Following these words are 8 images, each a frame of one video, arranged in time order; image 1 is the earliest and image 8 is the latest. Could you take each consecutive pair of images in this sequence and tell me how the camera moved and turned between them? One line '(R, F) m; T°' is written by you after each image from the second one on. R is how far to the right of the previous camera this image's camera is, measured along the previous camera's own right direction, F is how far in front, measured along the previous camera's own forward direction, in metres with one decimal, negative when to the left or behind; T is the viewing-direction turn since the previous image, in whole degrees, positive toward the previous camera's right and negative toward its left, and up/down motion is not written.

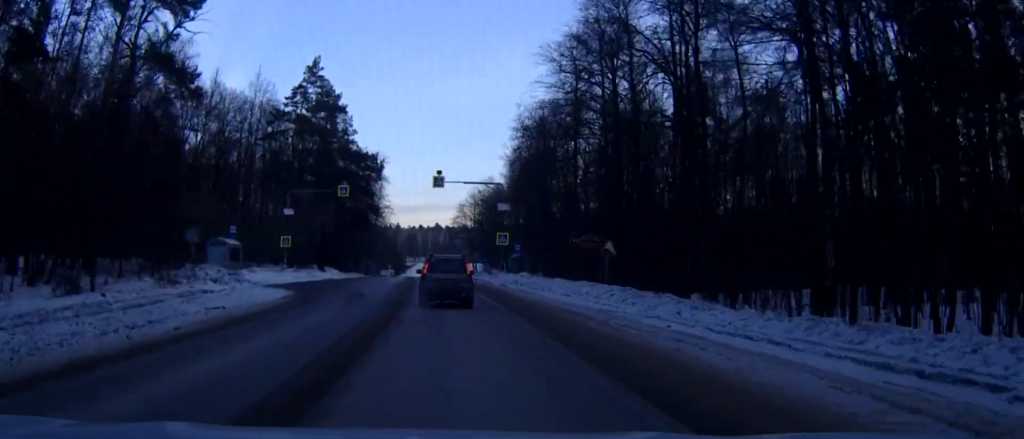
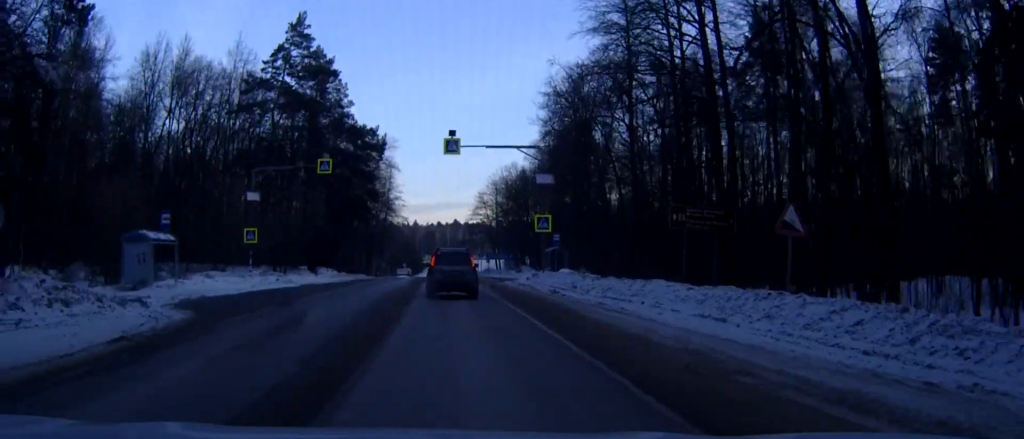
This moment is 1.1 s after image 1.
(-0.1, +16.0) m; -2°
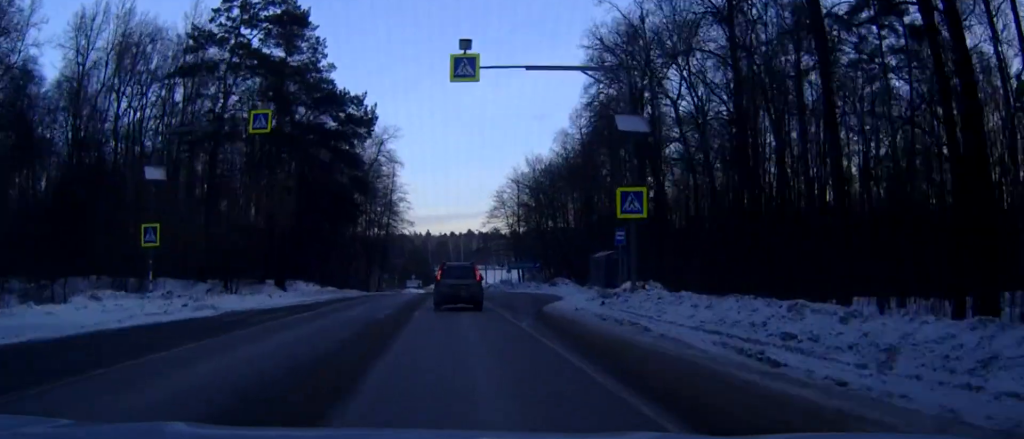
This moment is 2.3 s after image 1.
(-0.3, +18.4) m; -1°
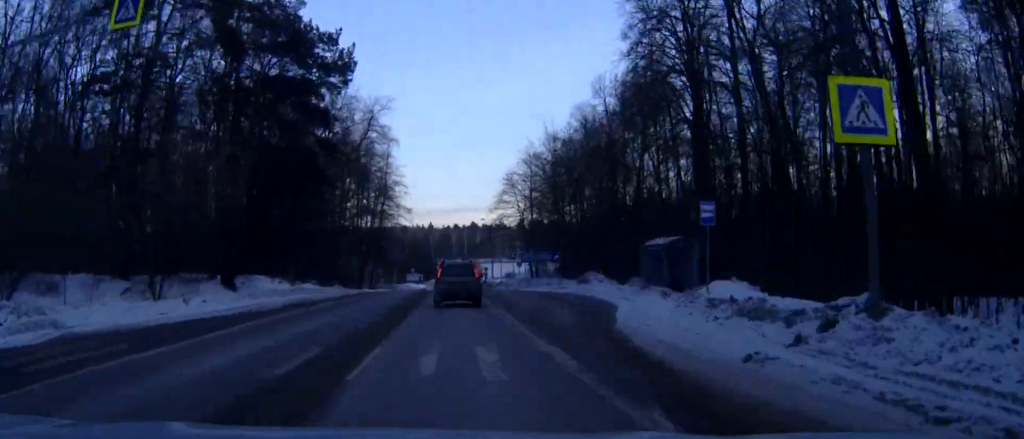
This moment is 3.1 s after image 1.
(0.0, +13.5) m; 0°
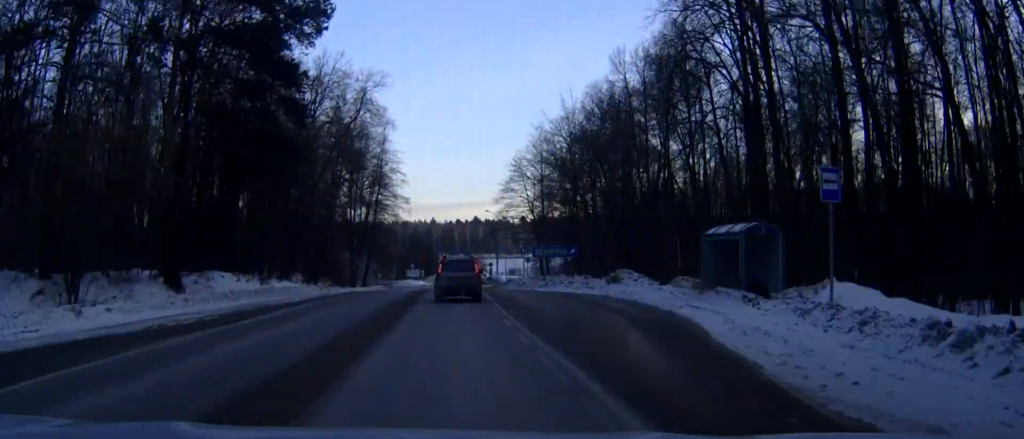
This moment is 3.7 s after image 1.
(0.0, +8.9) m; 0°
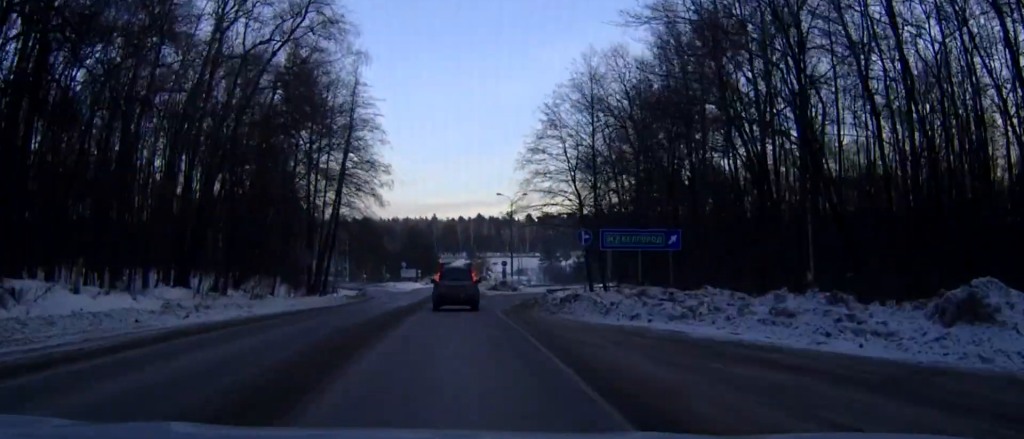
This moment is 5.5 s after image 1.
(-0.2, +28.3) m; 0°
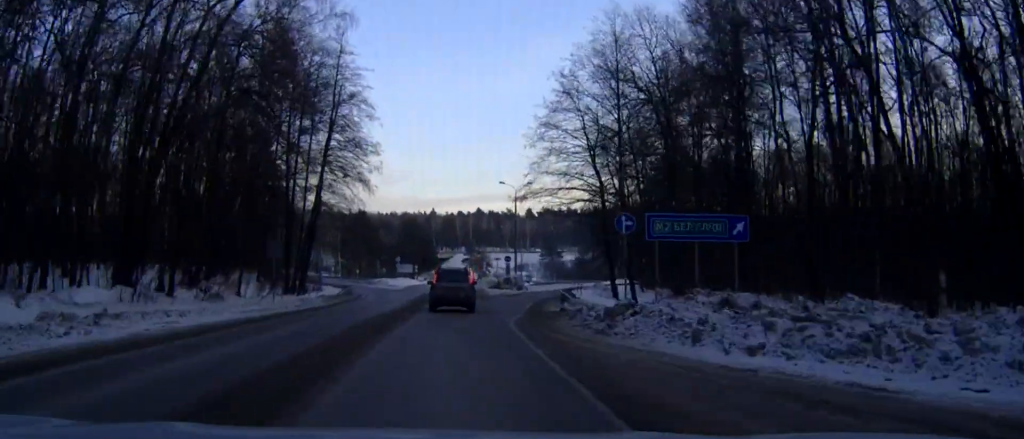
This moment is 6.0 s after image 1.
(0.0, +8.3) m; 0°
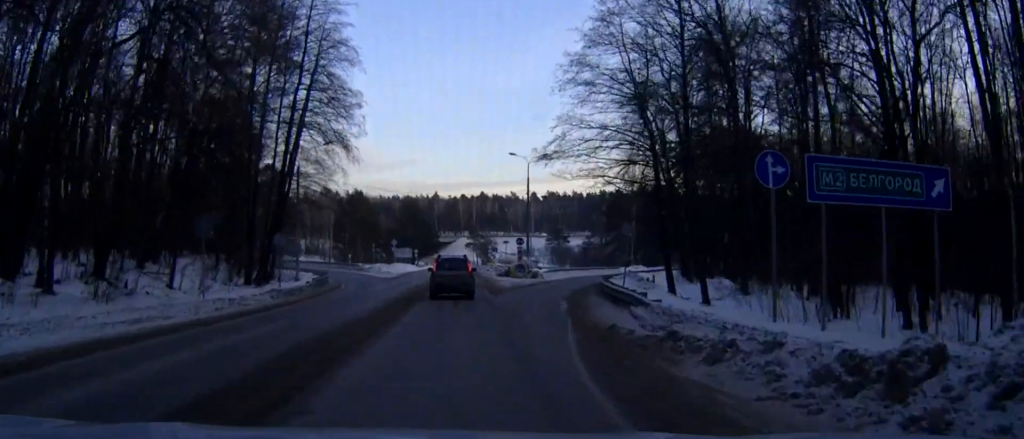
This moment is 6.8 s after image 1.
(0.0, +11.9) m; 0°
